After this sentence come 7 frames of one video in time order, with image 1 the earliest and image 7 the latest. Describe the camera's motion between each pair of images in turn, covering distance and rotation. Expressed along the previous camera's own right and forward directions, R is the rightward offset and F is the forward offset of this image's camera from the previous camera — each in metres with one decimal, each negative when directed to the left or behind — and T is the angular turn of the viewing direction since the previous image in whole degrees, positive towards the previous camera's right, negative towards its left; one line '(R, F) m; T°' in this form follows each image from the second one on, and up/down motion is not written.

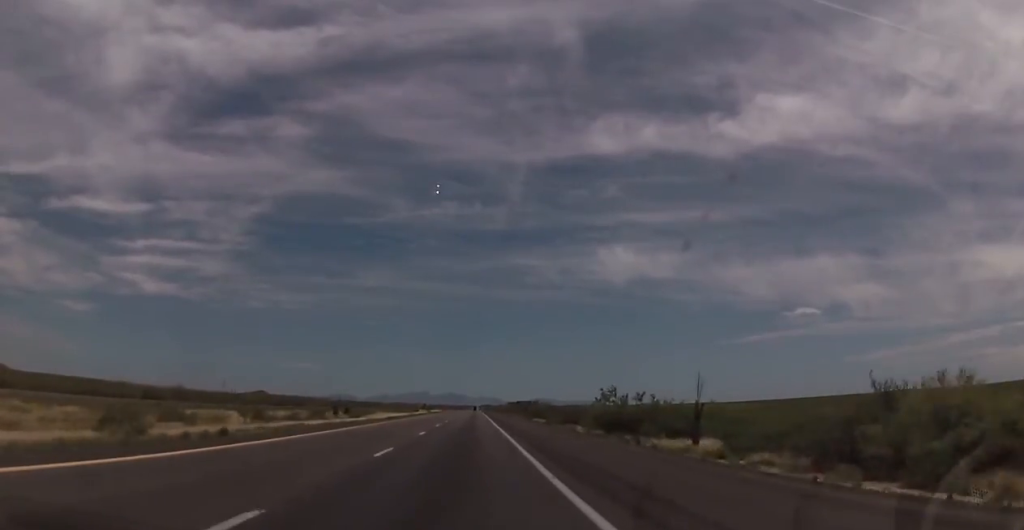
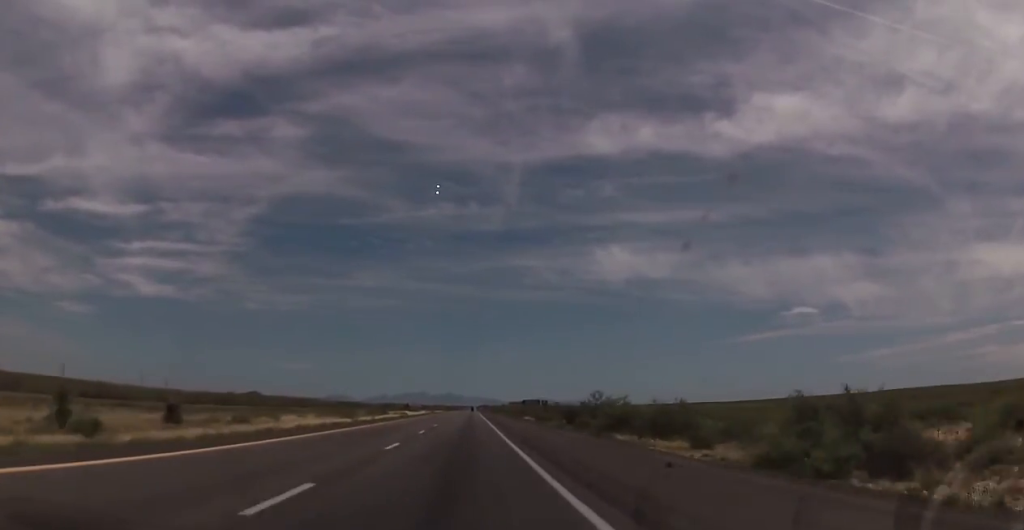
(-1.0, +70.2) m; -1°
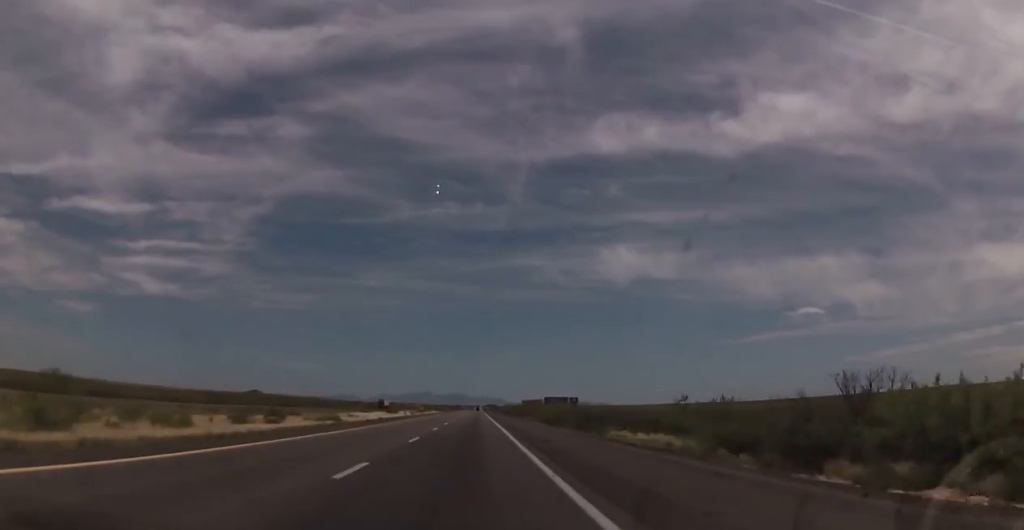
(+1.1, +81.2) m; 0°
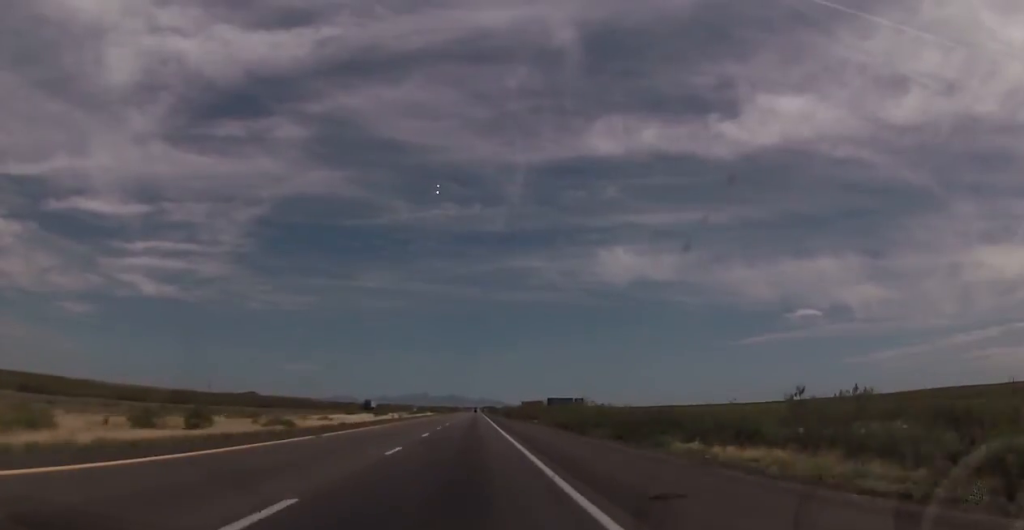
(-0.3, +18.1) m; 0°
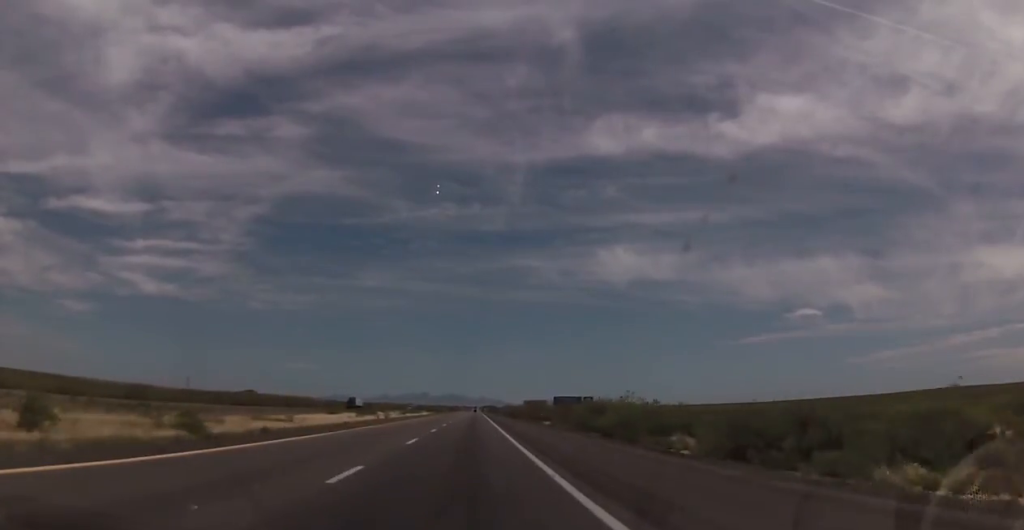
(-0.1, +19.3) m; 0°
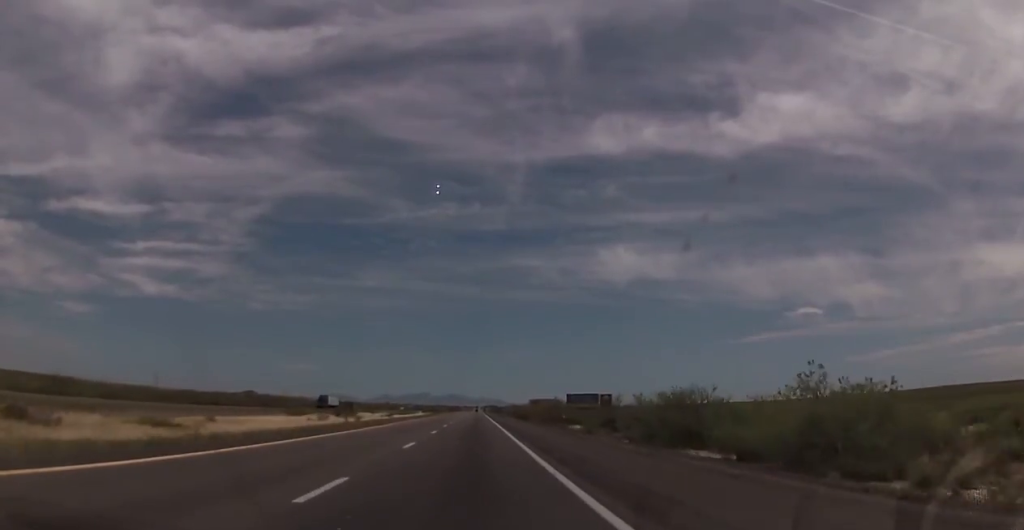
(+0.4, +26.4) m; 0°
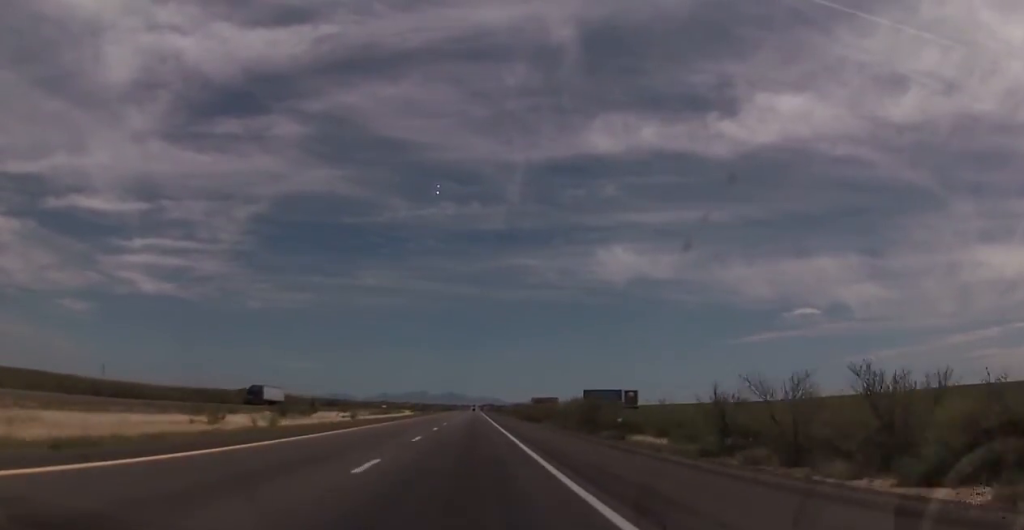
(-0.4, +32.6) m; 0°
